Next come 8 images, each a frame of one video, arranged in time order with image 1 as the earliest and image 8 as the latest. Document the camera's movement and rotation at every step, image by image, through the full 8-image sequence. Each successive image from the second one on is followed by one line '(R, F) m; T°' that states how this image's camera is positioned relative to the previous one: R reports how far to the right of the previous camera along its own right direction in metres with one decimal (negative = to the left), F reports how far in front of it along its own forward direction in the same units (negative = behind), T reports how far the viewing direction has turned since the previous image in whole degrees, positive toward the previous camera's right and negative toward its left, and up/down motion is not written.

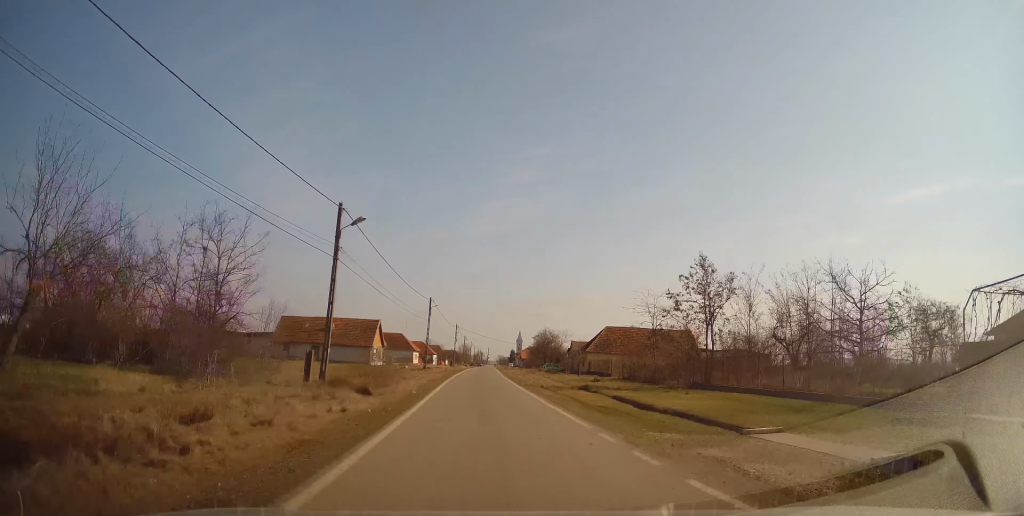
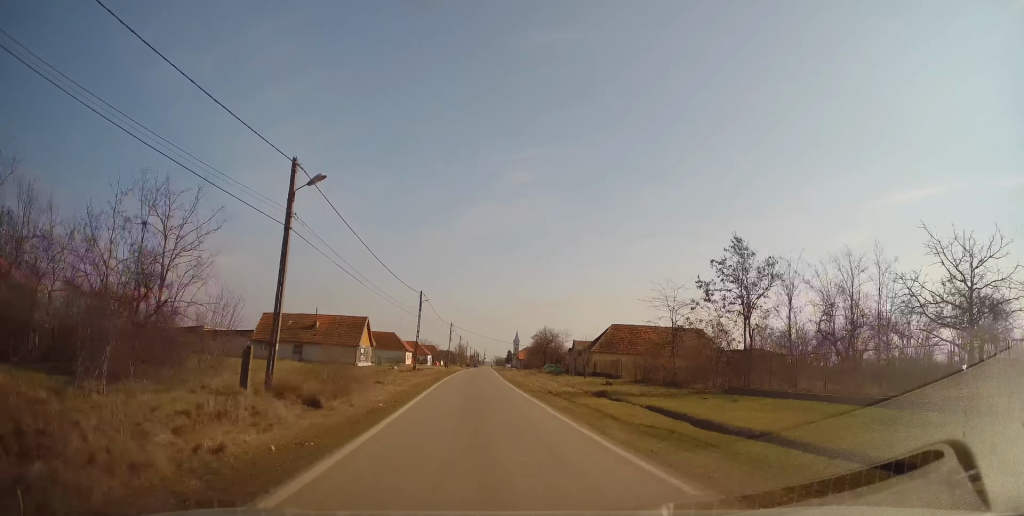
(-0.2, +5.1) m; -2°
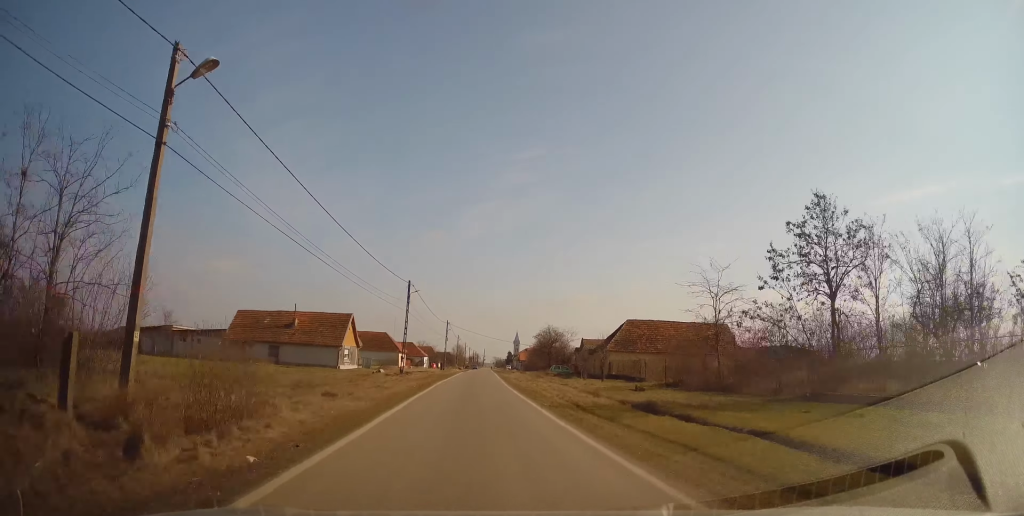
(-0.2, +7.1) m; -2°
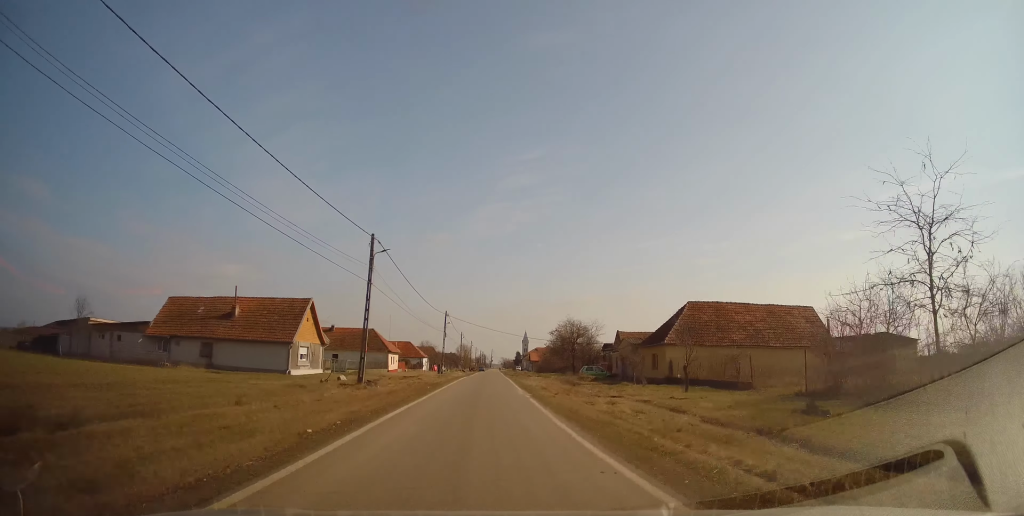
(0.0, +16.0) m; 0°
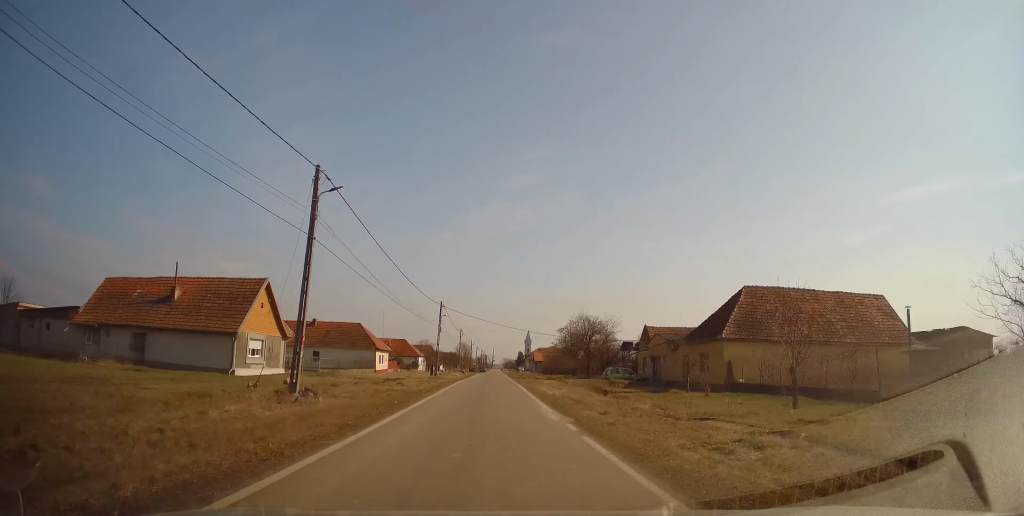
(0.0, +9.6) m; 0°
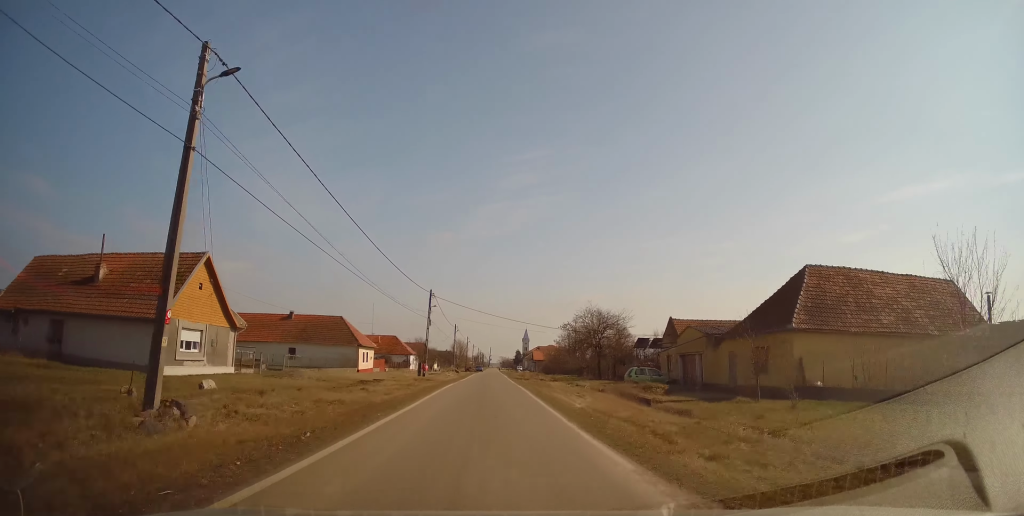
(0.0, +7.5) m; 0°
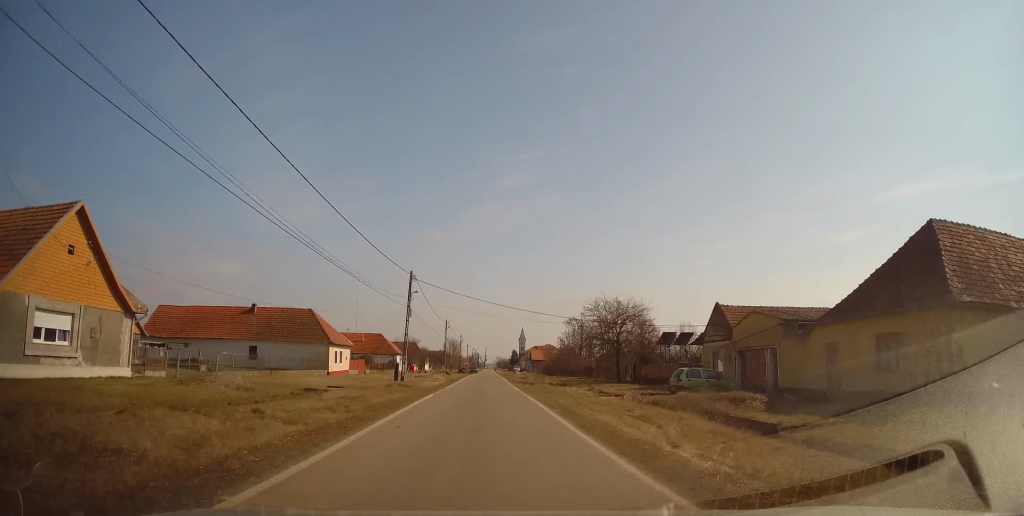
(0.0, +9.5) m; +1°
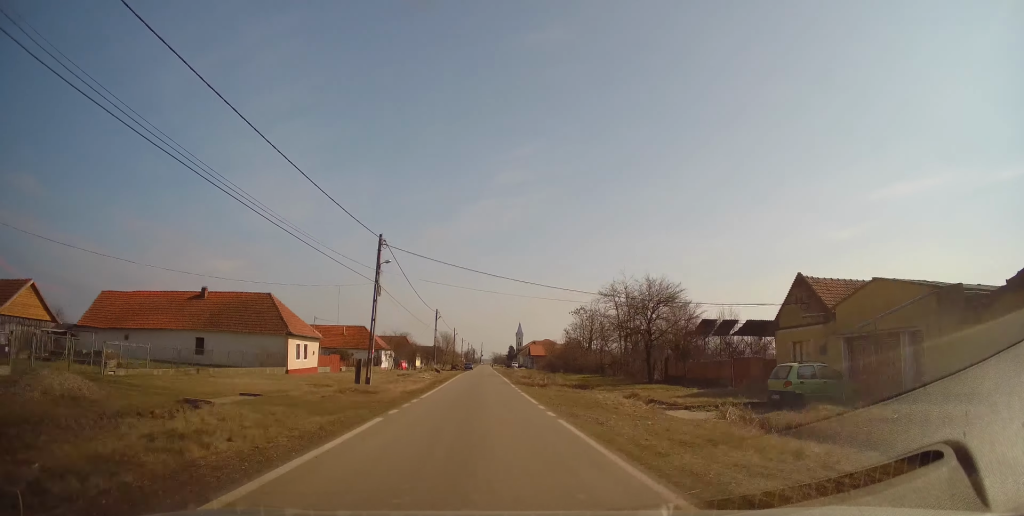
(+0.2, +9.6) m; 0°
